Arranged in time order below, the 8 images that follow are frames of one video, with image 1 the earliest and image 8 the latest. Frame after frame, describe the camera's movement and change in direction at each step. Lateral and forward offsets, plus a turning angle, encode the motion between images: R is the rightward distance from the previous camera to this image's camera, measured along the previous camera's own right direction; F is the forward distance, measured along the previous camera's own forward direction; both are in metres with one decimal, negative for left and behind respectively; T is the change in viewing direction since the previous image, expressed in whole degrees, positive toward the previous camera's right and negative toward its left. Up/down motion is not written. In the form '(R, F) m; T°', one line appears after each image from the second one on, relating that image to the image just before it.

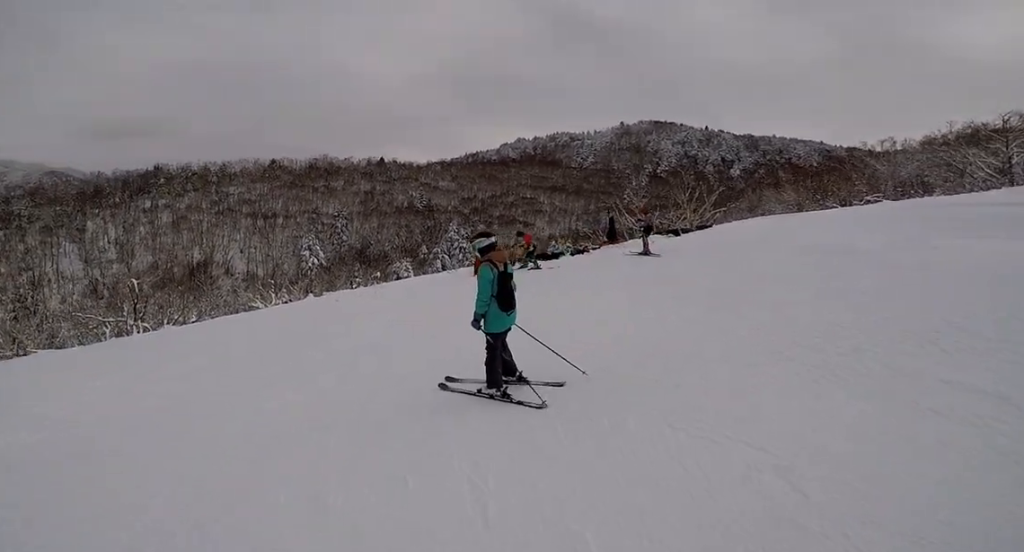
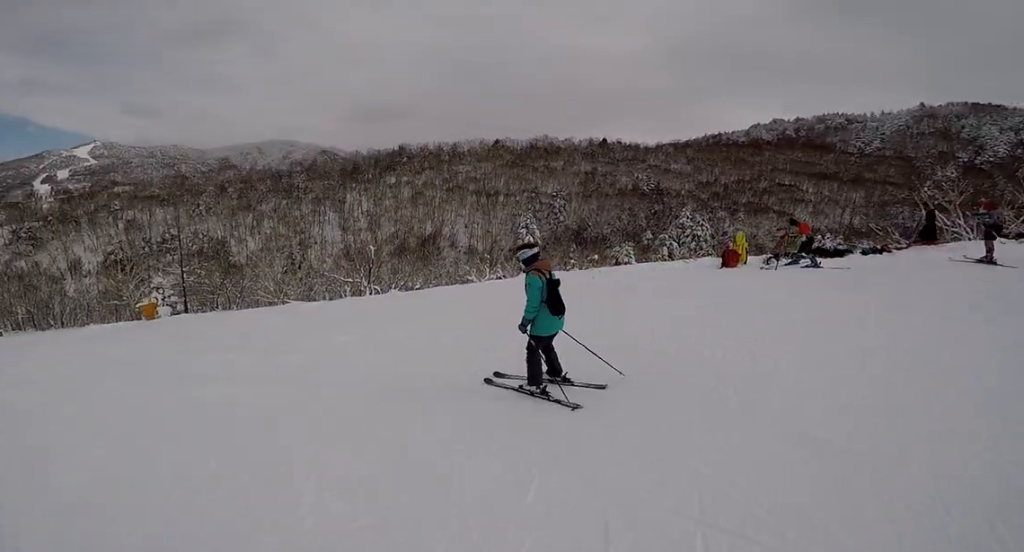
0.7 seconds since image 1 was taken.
(-0.3, +1.9) m; -21°
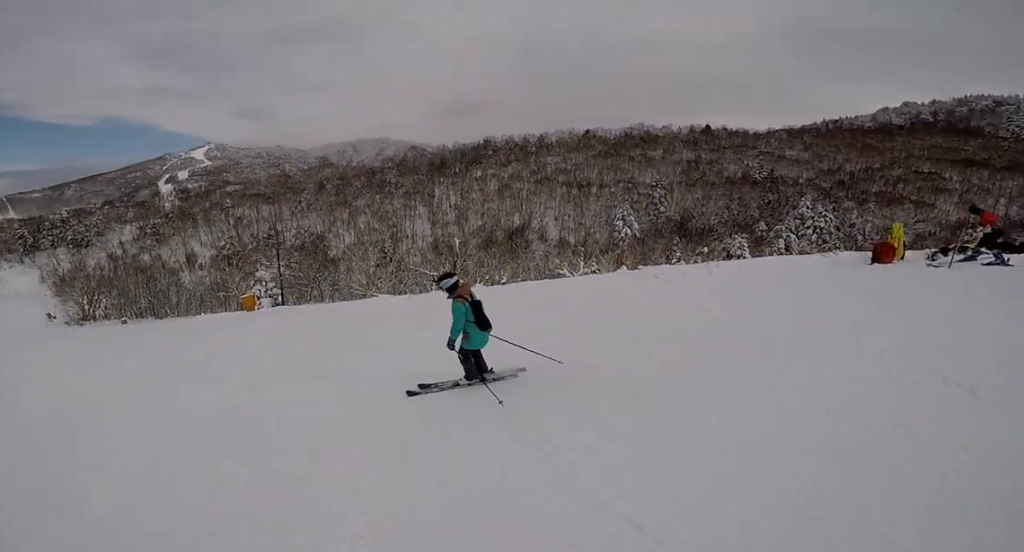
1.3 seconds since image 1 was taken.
(-0.3, +1.4) m; -16°
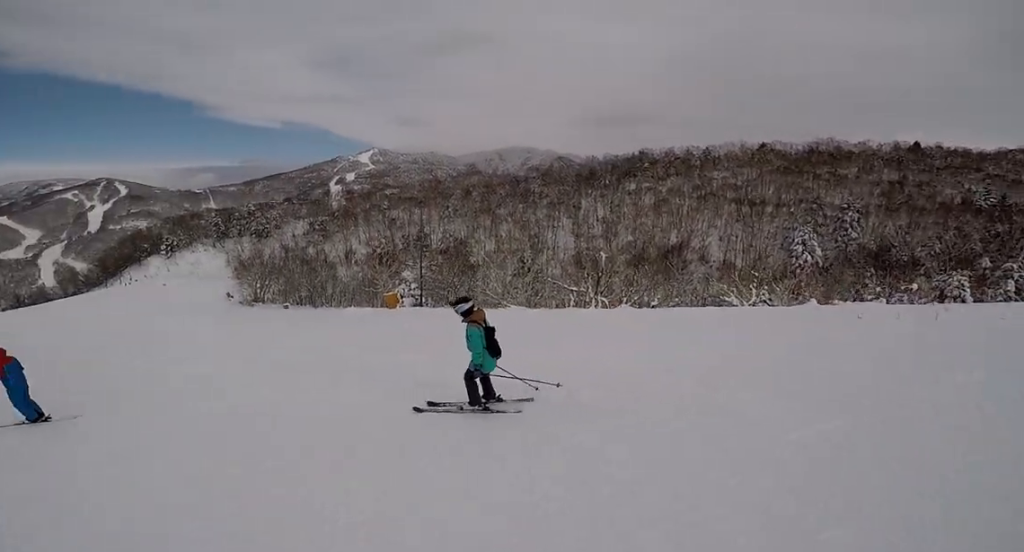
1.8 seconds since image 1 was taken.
(-0.1, +1.1) m; -13°
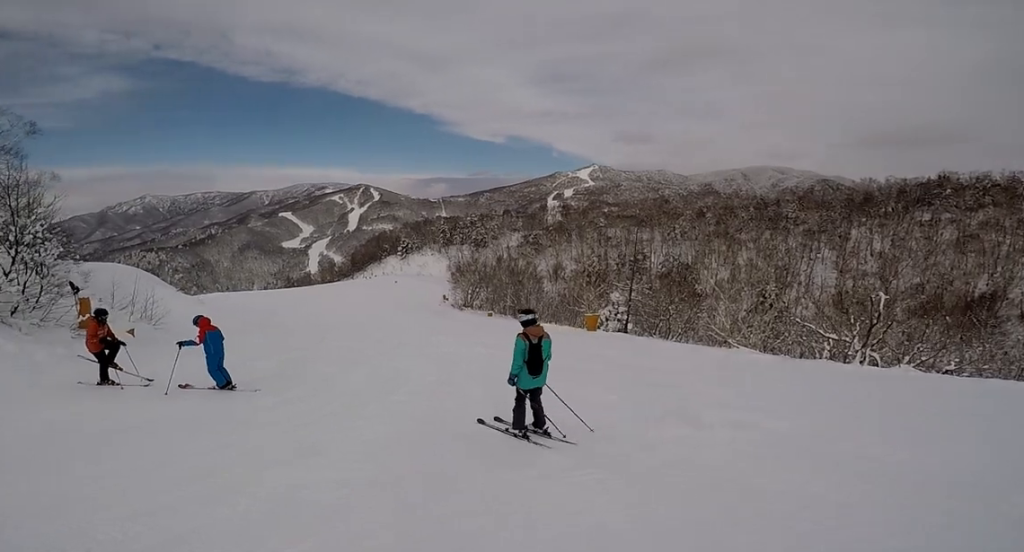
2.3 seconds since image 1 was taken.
(-0.2, +1.5) m; -6°
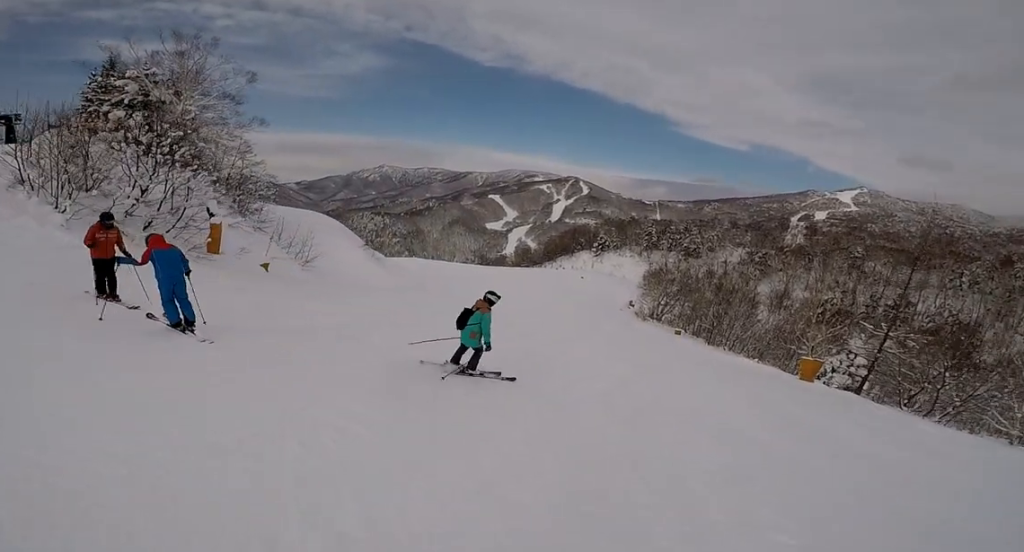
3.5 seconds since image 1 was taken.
(-0.4, +3.9) m; -21°
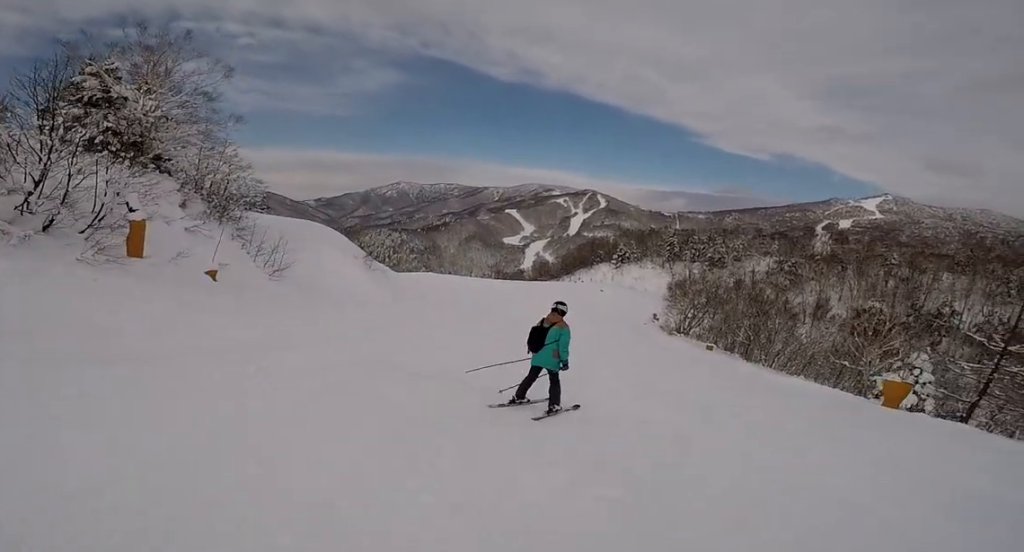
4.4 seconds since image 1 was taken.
(-0.7, +3.1) m; -24°
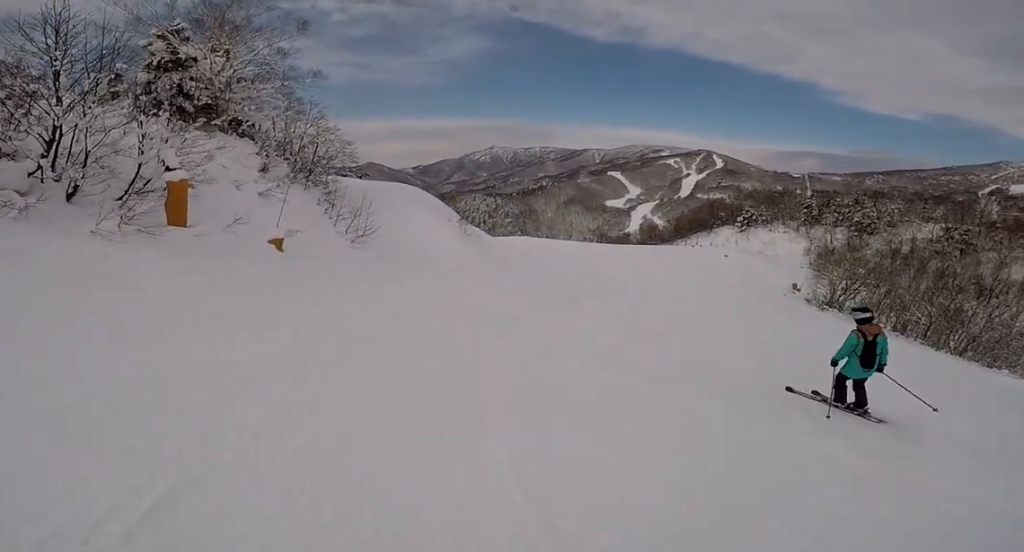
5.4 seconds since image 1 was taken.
(-0.9, +4.1) m; -10°
